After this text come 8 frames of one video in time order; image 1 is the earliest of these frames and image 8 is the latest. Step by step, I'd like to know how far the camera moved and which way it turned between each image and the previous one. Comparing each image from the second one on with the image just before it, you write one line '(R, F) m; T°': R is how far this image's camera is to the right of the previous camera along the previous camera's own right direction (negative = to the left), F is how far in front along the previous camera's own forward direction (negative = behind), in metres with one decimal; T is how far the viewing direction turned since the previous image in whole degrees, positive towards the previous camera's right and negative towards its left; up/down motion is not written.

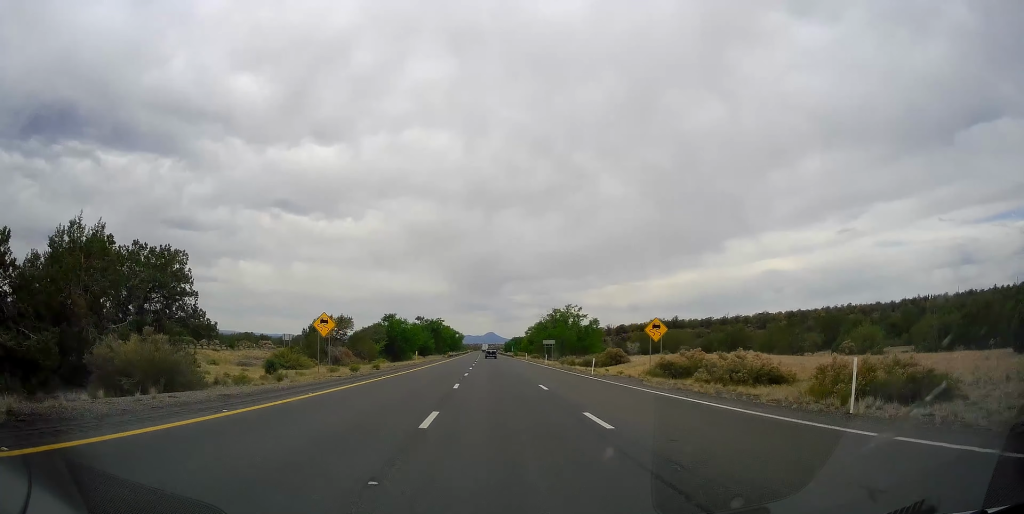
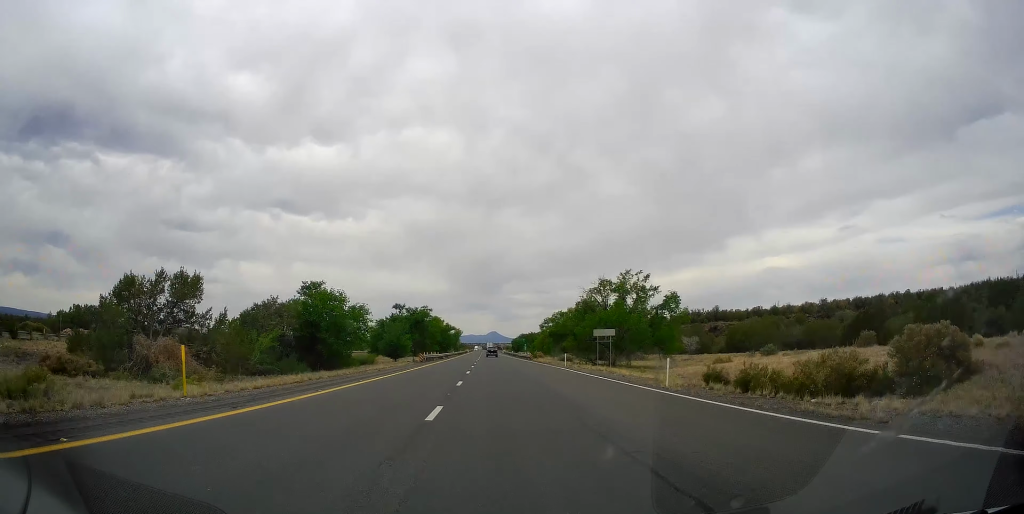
(0.0, +47.2) m; -1°
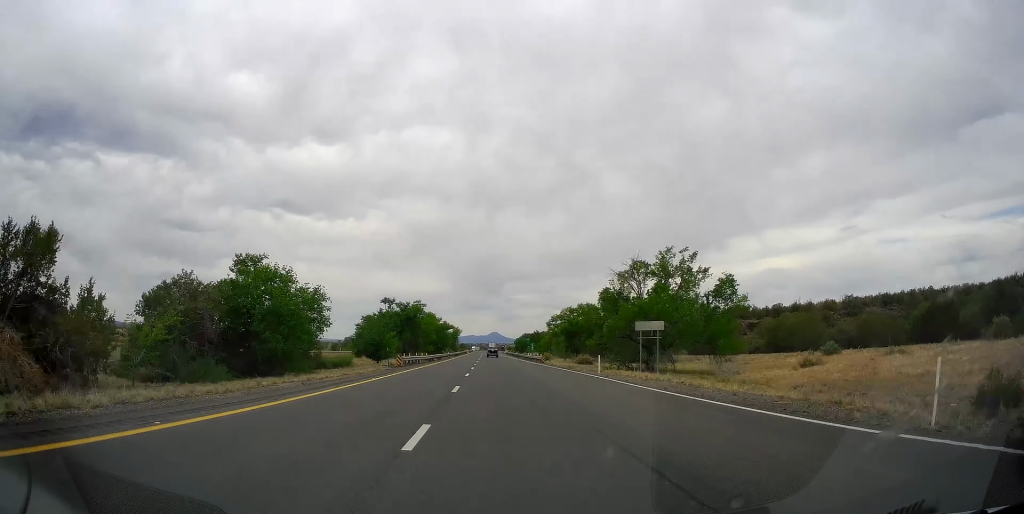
(-0.2, +15.9) m; 0°
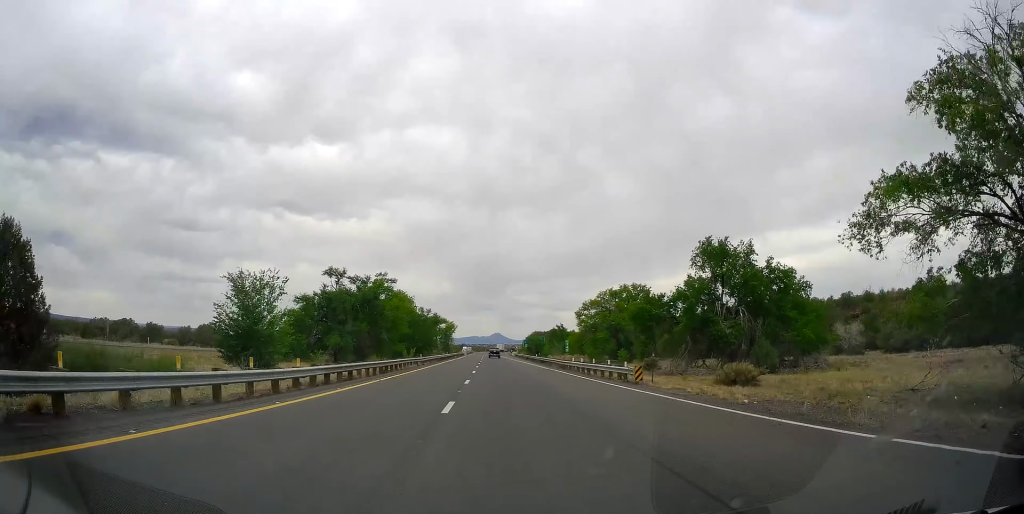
(+0.3, +43.1) m; 0°
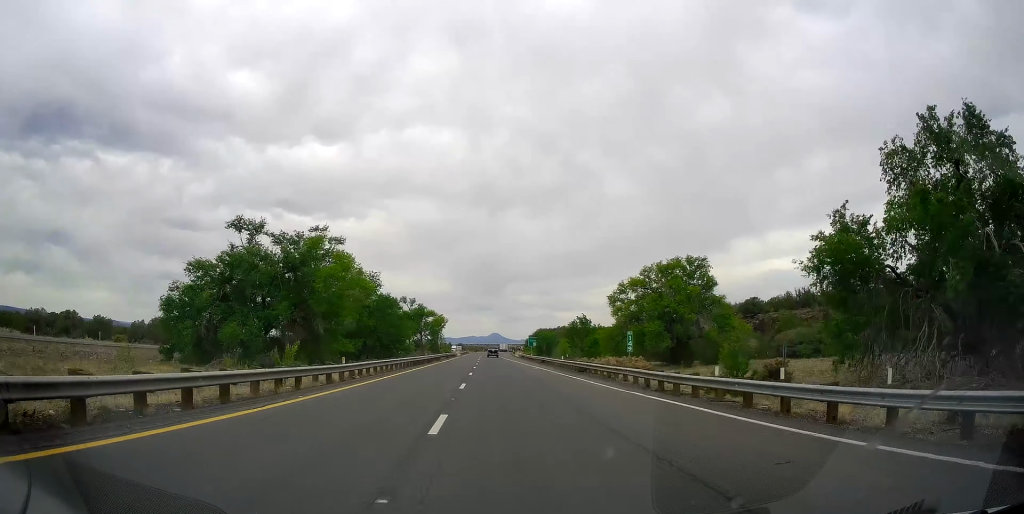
(-0.4, +28.3) m; -1°
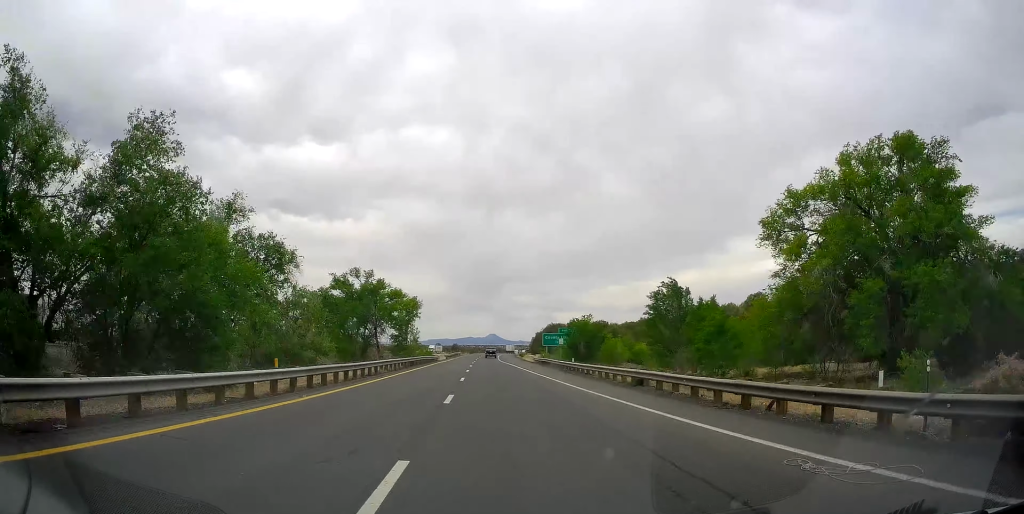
(-0.2, +42.0) m; +1°
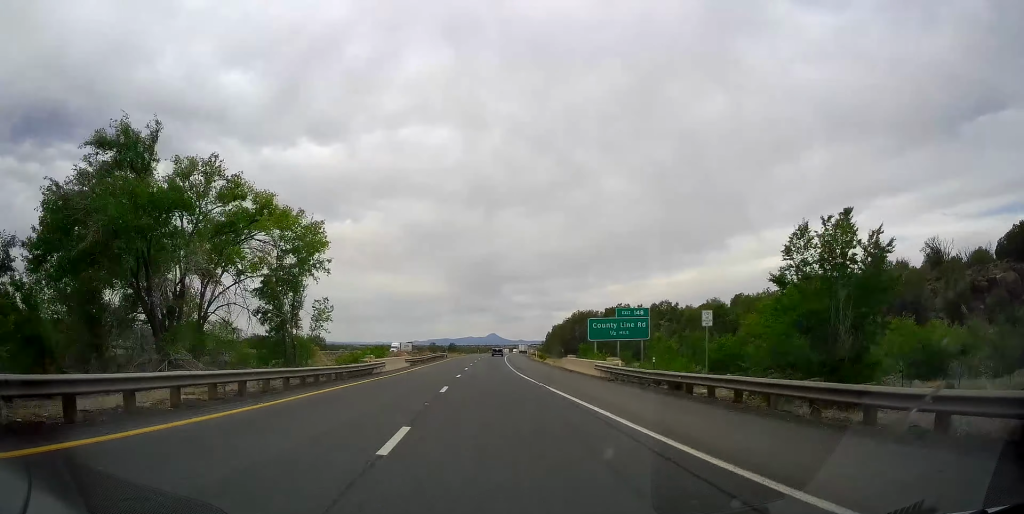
(+0.4, +45.4) m; 0°
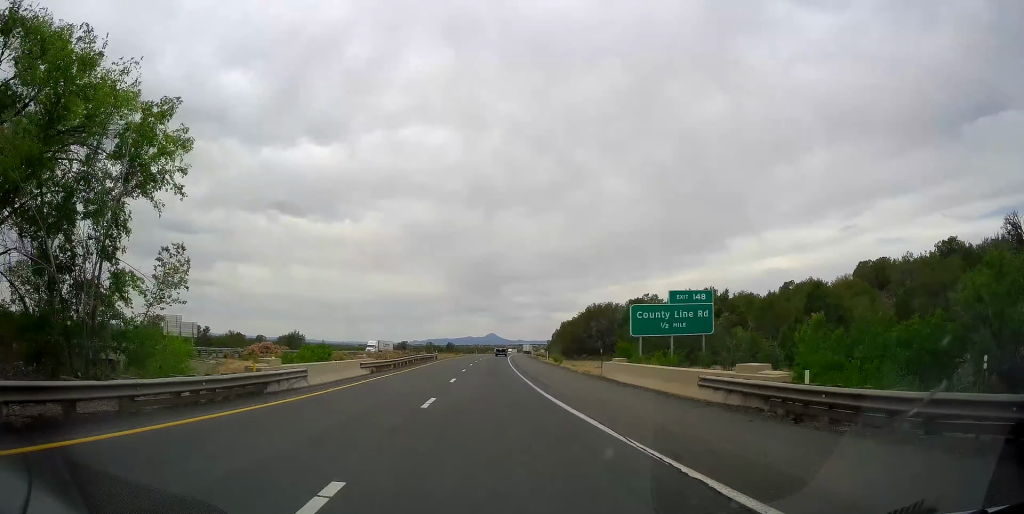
(-0.3, +17.0) m; 0°
